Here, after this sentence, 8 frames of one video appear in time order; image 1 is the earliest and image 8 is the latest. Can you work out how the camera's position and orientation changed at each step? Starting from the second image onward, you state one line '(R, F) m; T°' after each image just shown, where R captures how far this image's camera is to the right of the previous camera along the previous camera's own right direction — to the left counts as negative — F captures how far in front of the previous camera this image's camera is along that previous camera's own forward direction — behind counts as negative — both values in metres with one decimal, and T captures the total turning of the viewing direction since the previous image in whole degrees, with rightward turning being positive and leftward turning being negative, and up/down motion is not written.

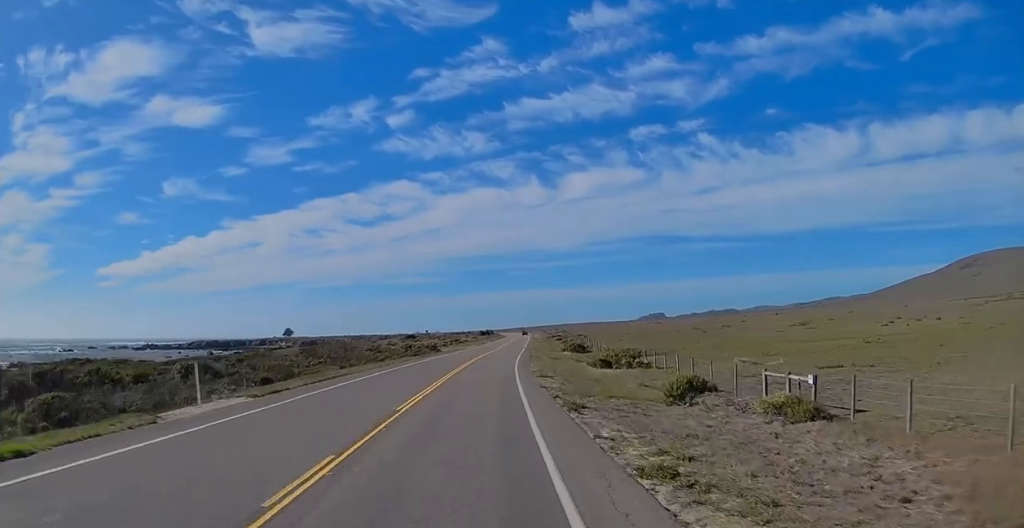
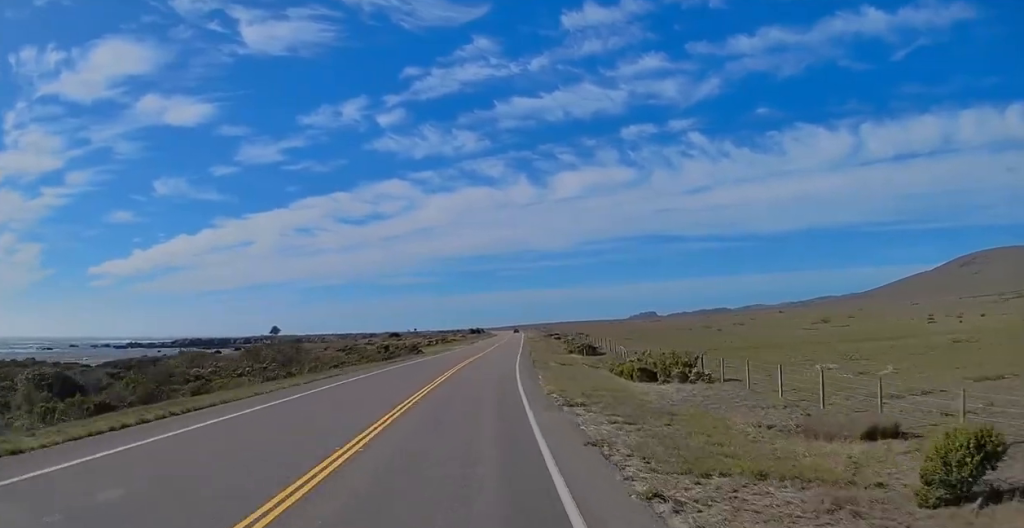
(0.0, +14.9) m; 0°
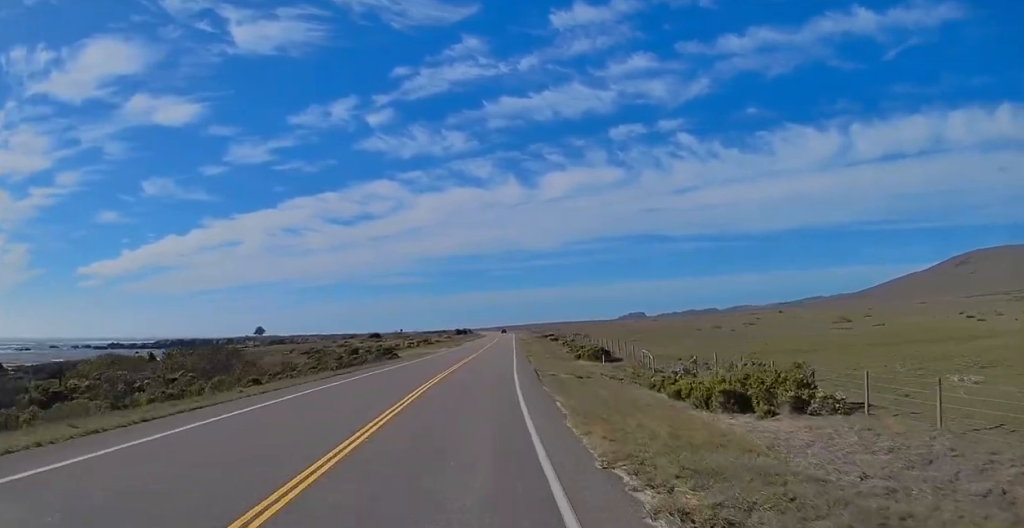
(0.0, +13.9) m; 0°
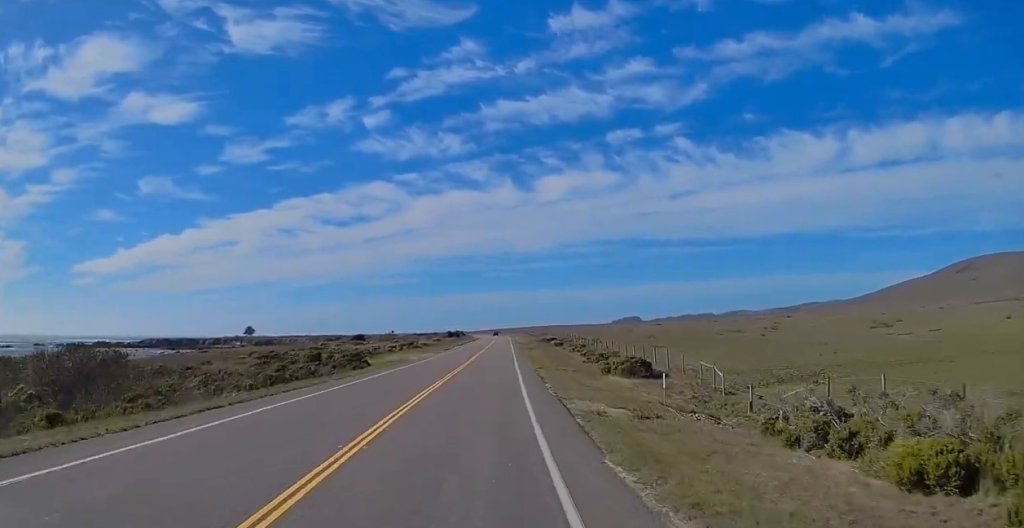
(0.0, +14.9) m; 0°
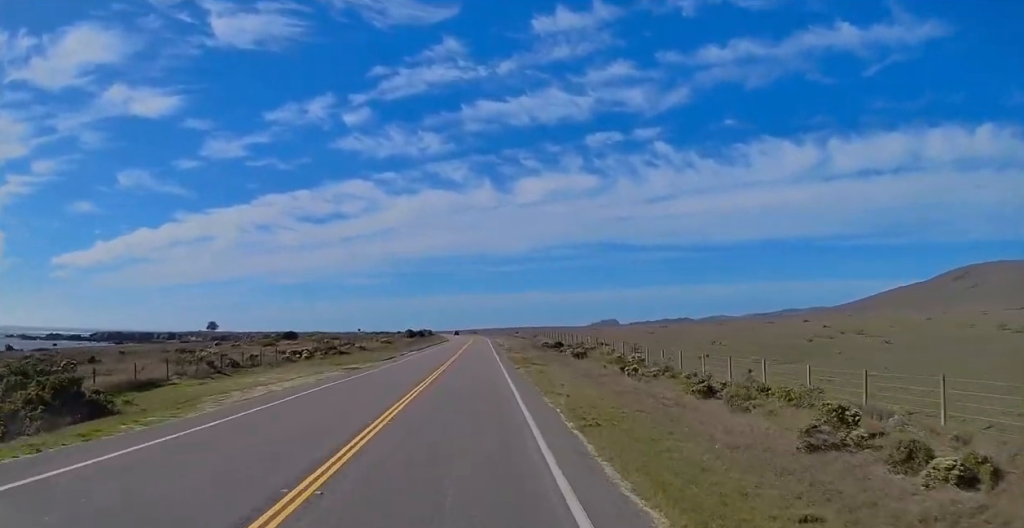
(0.0, +39.7) m; 0°
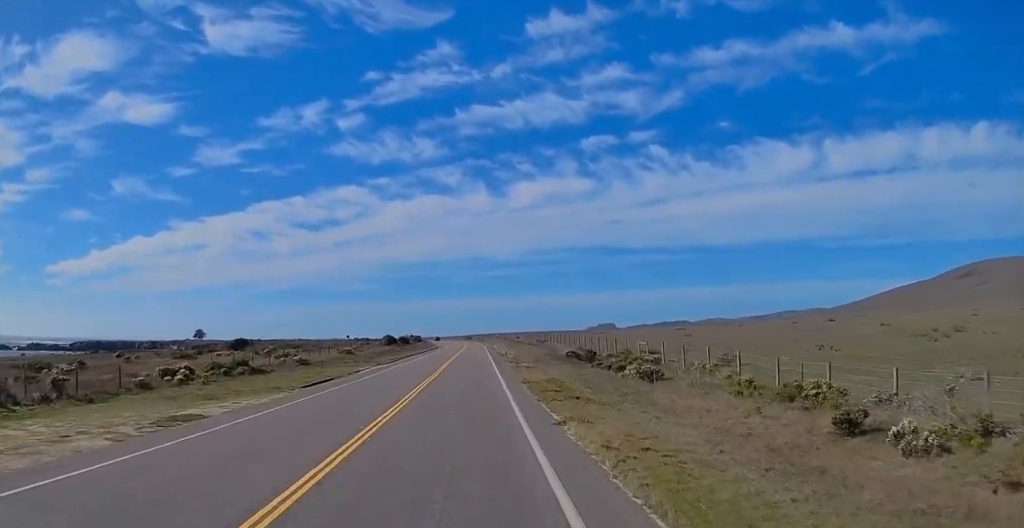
(0.0, +23.8) m; 0°
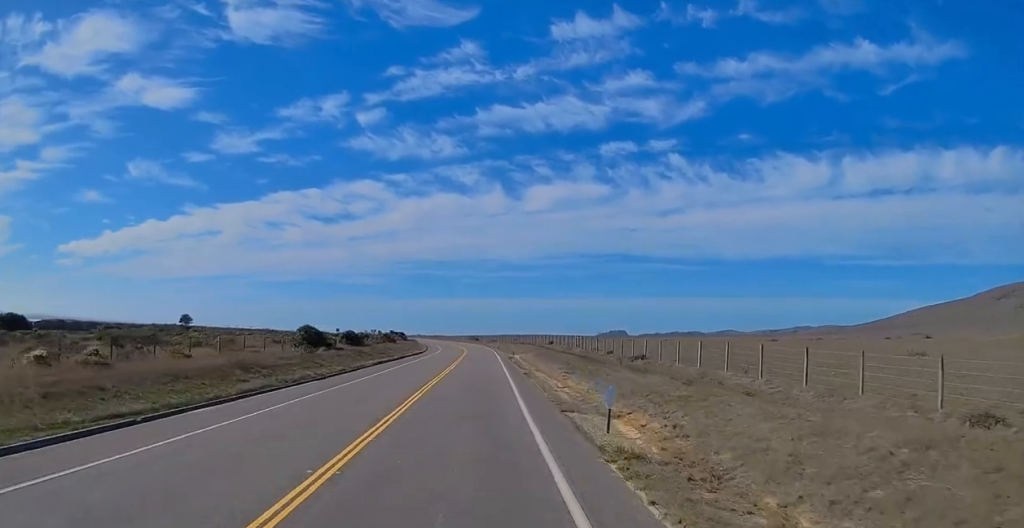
(+0.9, +56.4) m; +2°
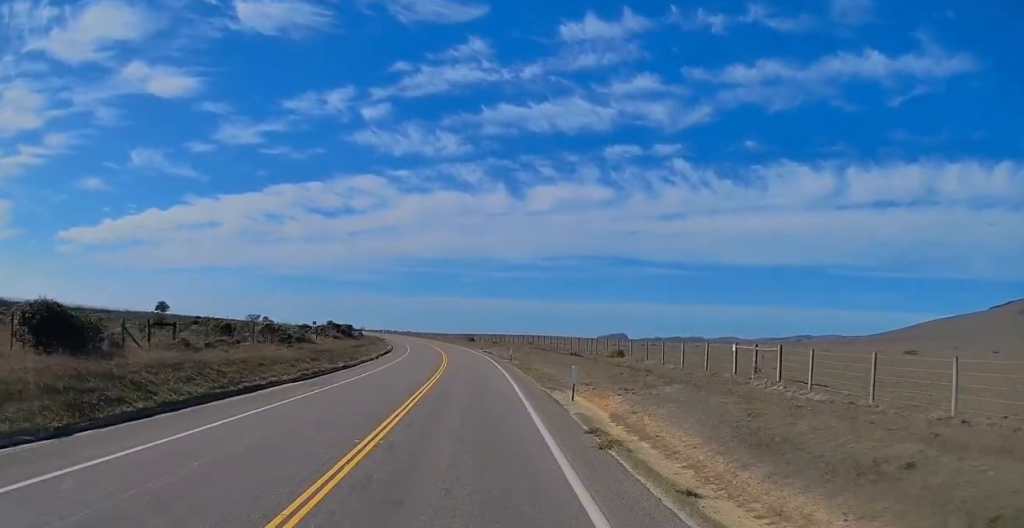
(+0.1, +47.2) m; -1°
